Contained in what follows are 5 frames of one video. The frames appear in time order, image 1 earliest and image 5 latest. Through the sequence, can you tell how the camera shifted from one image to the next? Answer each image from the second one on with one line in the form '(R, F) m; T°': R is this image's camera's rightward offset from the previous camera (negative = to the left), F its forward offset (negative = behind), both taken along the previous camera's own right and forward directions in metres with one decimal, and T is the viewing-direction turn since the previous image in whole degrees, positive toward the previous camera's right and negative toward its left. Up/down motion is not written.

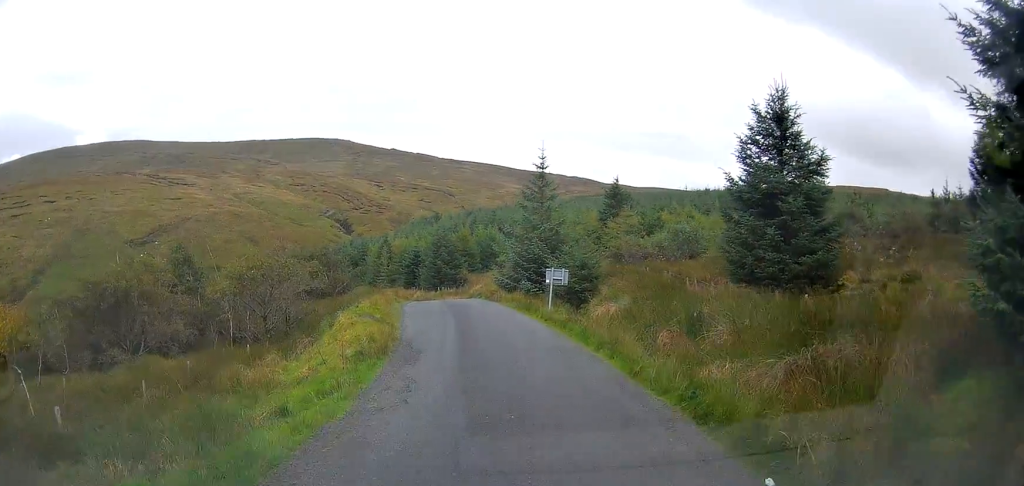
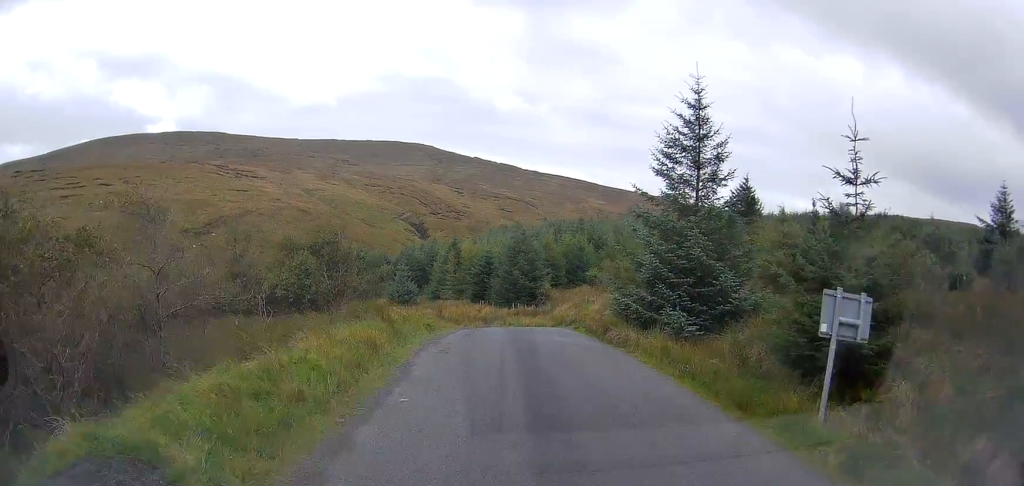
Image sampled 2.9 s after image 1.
(-1.6, +19.0) m; -8°
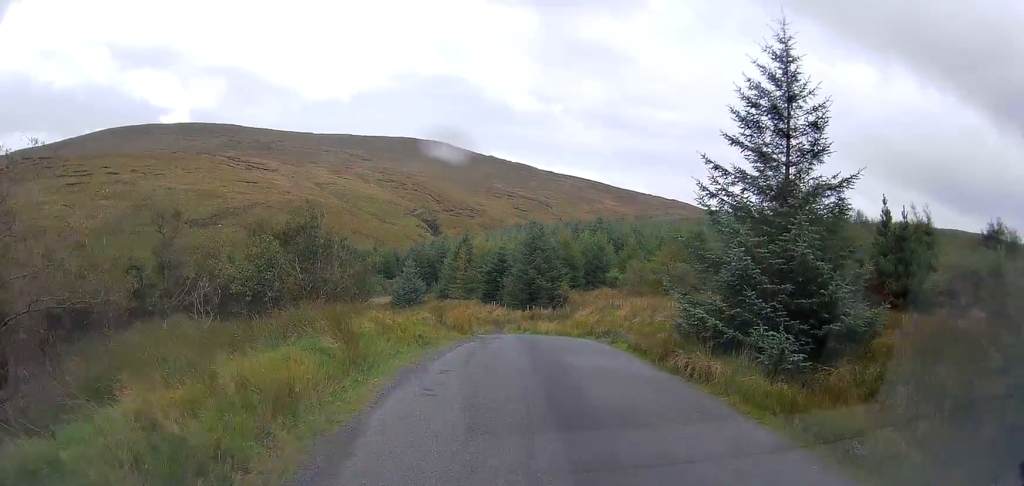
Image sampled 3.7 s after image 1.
(-0.1, +6.5) m; 0°
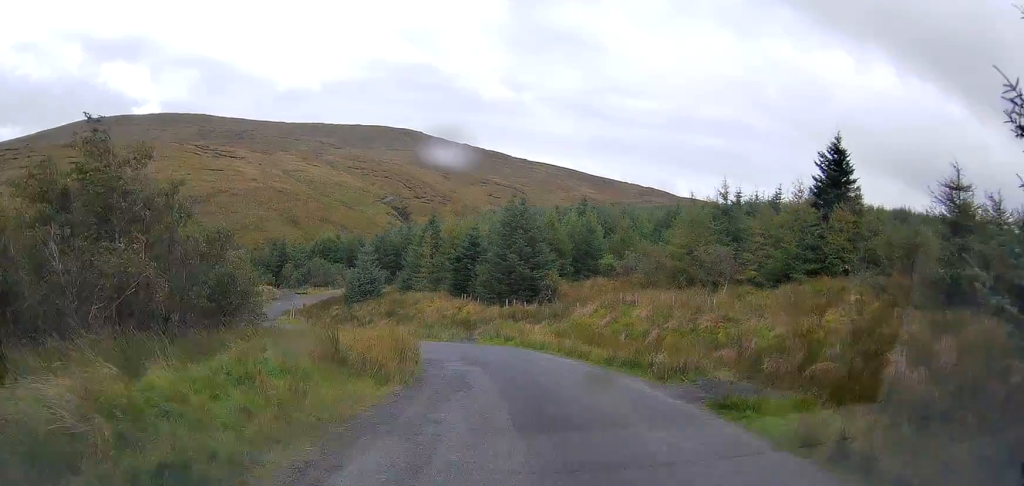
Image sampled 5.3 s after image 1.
(+0.2, +13.8) m; +1°
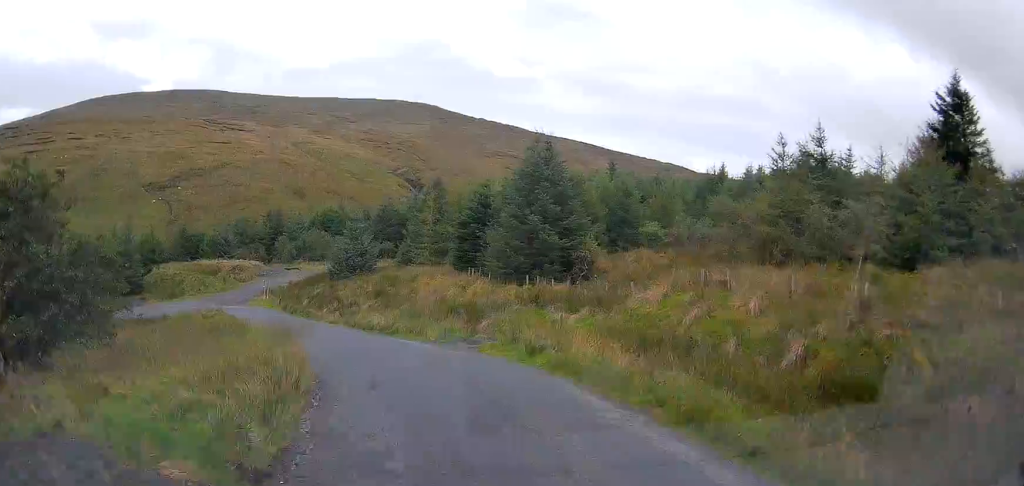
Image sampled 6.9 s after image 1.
(-0.5, +13.9) m; -6°
